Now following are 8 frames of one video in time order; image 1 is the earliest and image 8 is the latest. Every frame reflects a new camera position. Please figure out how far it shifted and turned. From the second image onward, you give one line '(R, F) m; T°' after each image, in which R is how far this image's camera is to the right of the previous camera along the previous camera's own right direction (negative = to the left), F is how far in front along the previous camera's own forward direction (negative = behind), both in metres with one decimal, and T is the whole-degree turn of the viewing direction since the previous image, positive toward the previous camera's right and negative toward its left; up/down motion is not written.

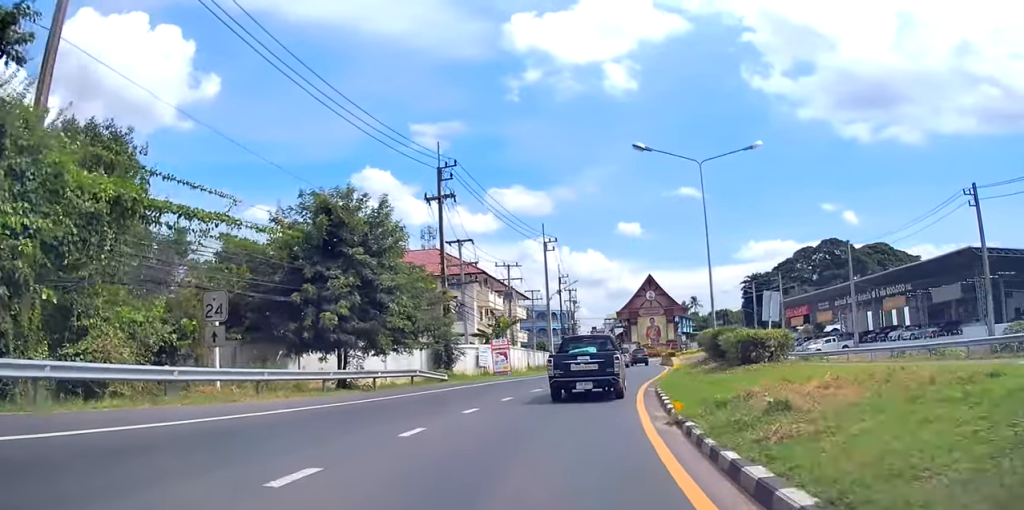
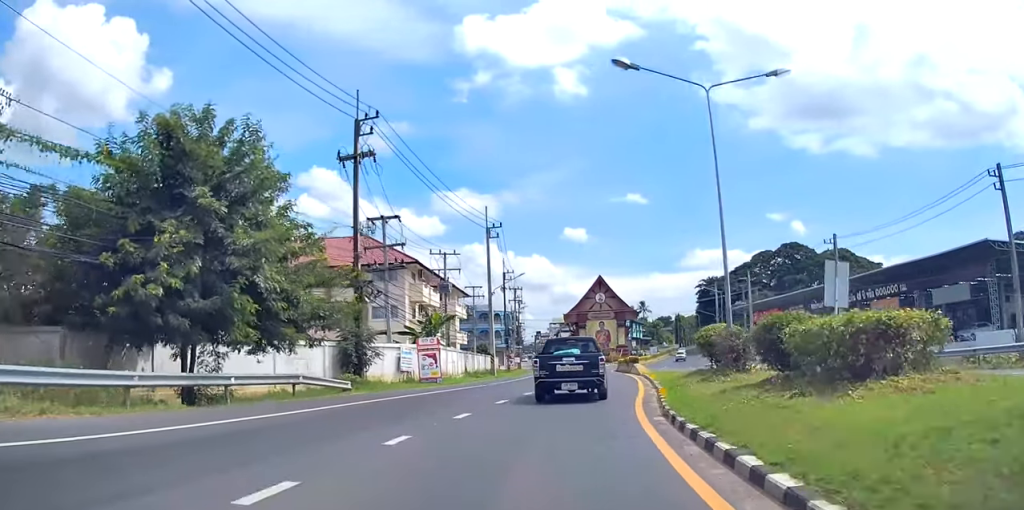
(+0.6, +8.4) m; +4°
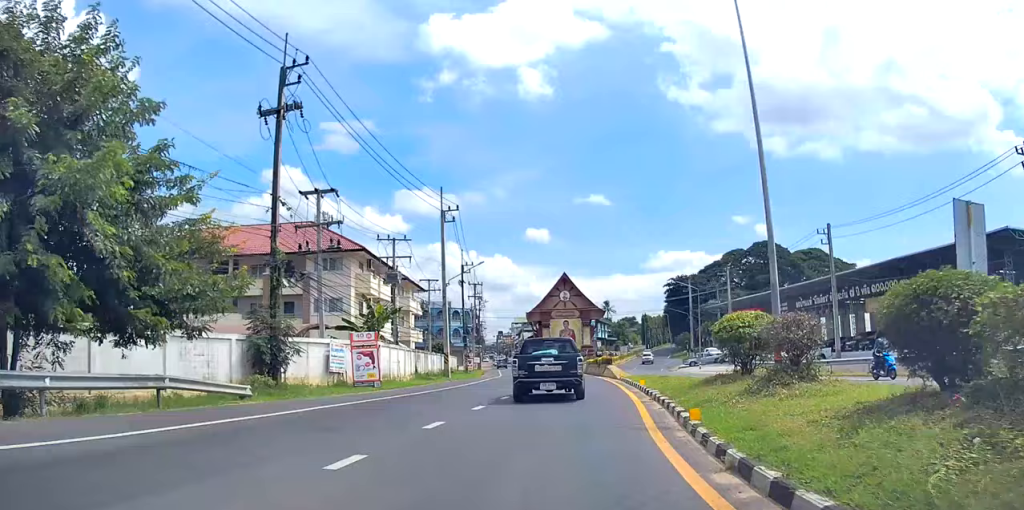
(+0.2, +5.7) m; +2°
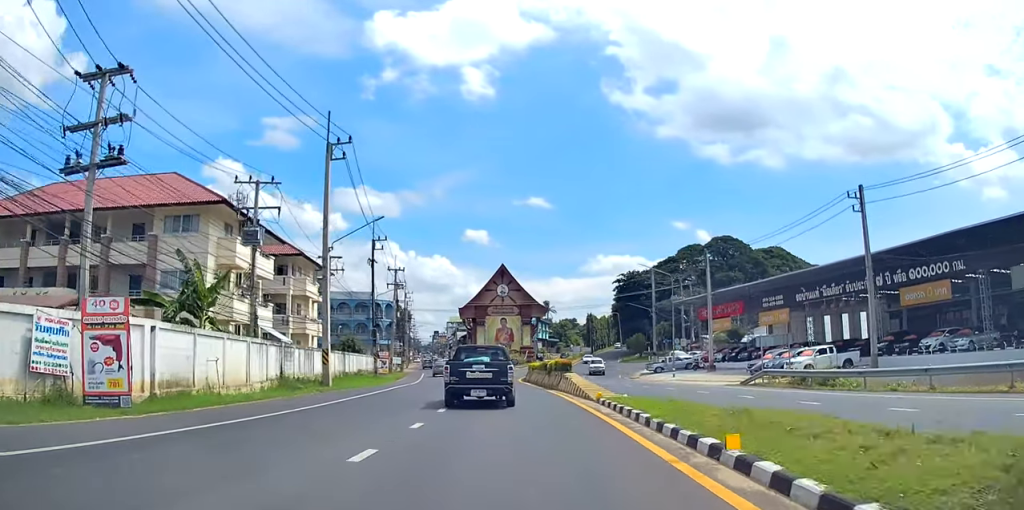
(-0.1, +14.9) m; 0°
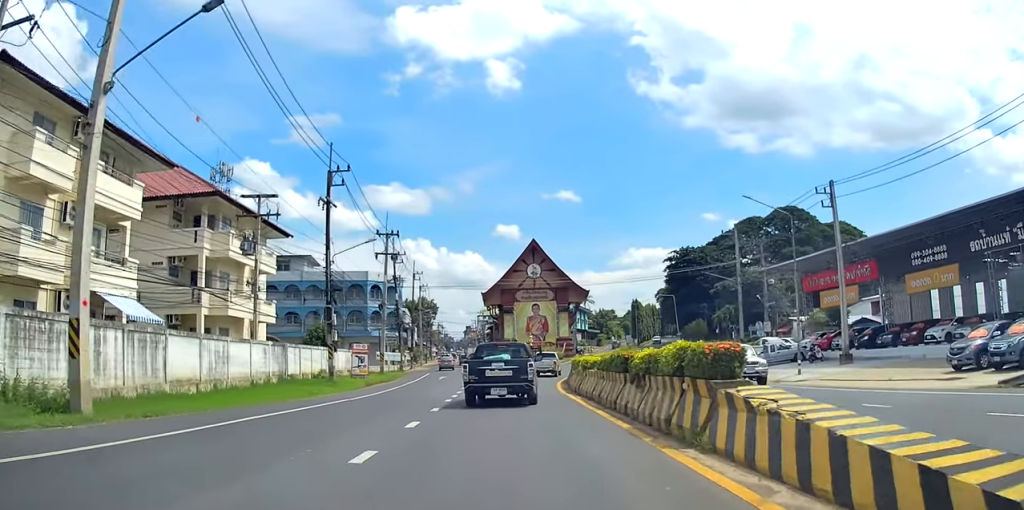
(0.0, +19.9) m; 0°
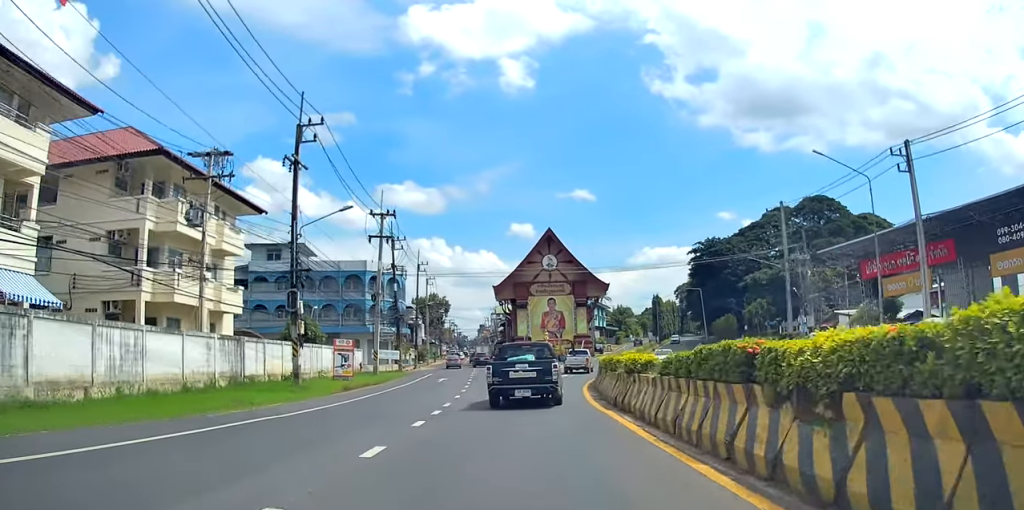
(0.0, +7.6) m; 0°
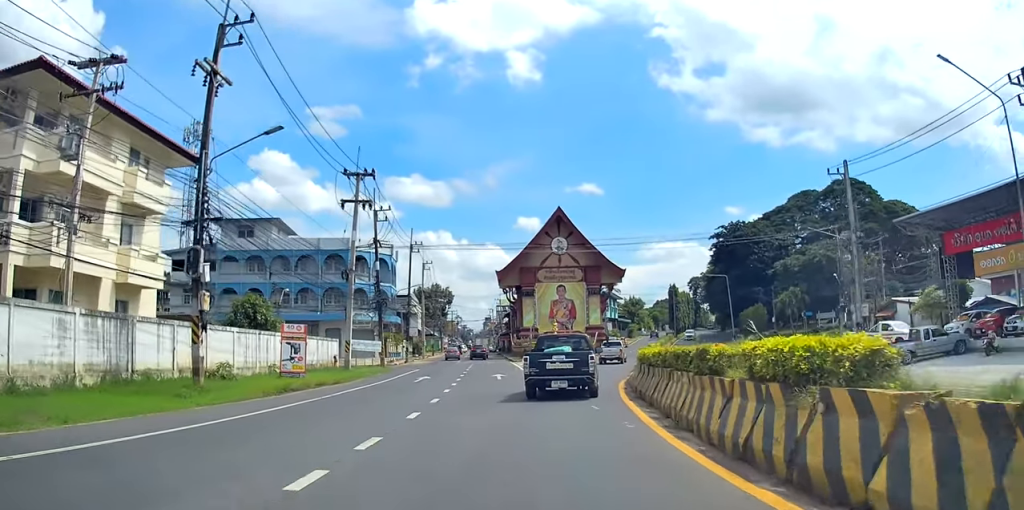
(0.0, +9.3) m; 0°
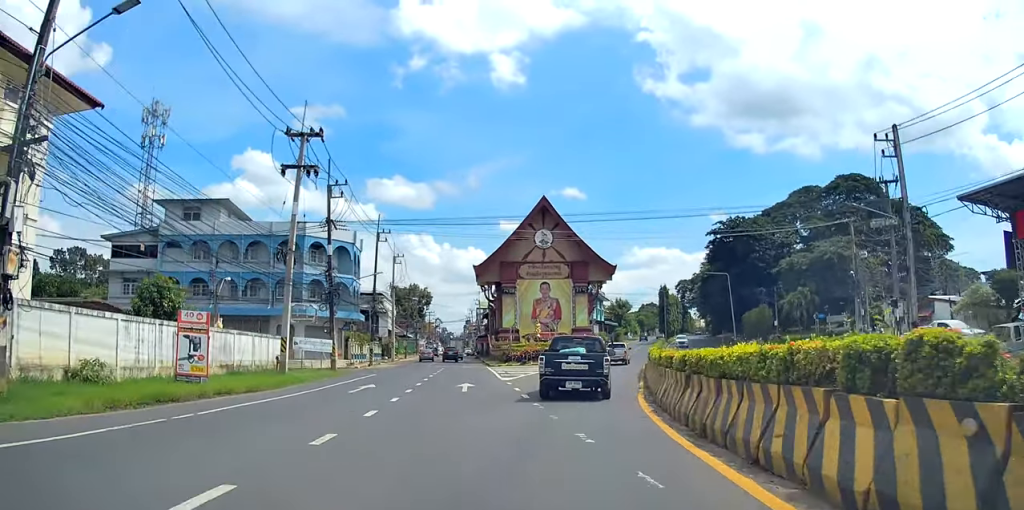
(0.0, +7.7) m; 0°
